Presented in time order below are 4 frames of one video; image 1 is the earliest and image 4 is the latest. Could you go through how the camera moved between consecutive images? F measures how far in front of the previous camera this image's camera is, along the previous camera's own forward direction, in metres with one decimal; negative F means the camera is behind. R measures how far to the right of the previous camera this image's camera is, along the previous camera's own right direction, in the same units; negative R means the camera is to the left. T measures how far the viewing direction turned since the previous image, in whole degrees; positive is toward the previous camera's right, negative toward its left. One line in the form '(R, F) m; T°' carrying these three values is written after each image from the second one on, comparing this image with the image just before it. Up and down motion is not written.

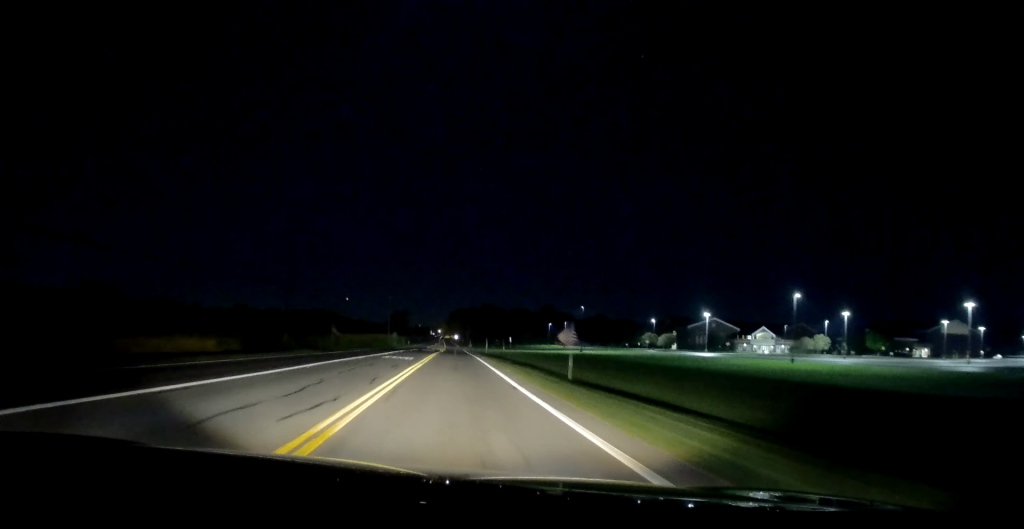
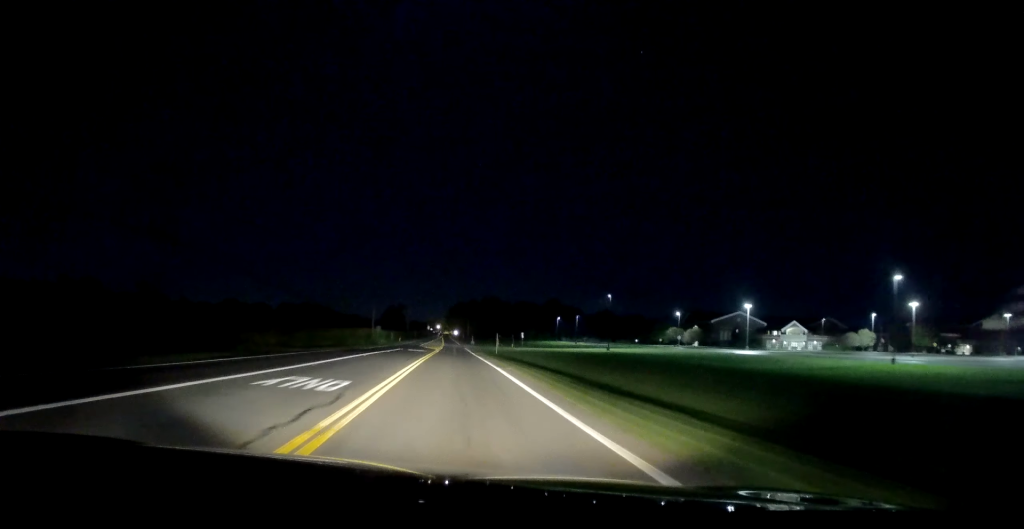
(-0.2, +22.8) m; 0°
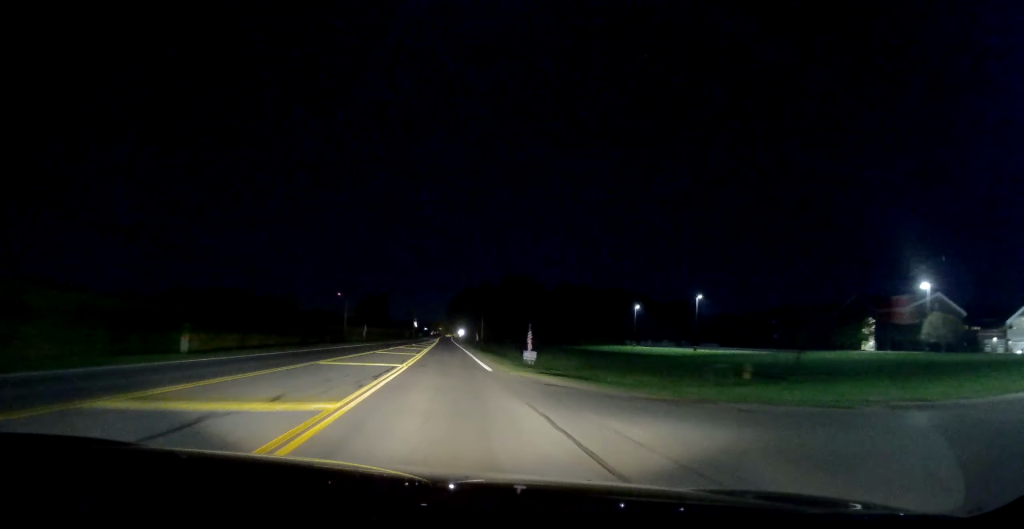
(+0.2, +101.2) m; 0°
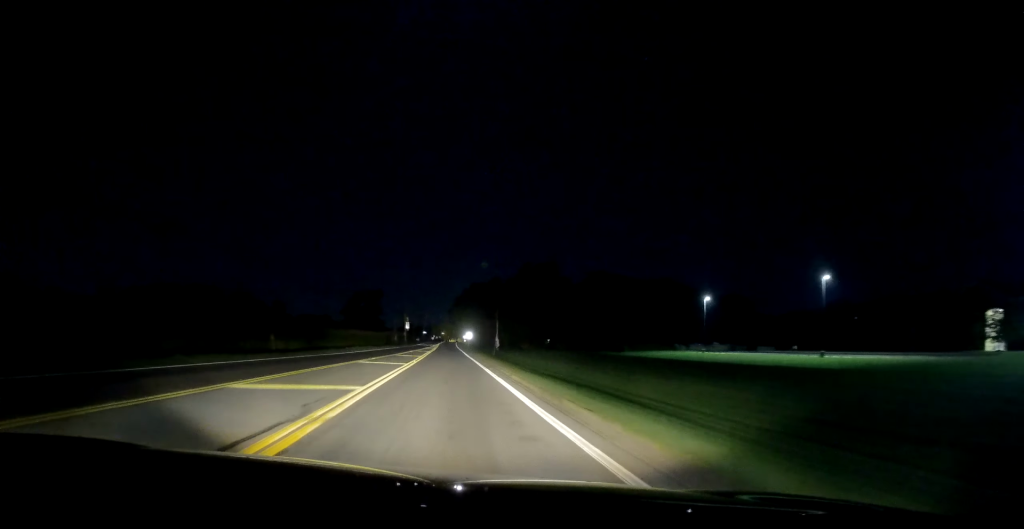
(+0.3, +39.1) m; +1°
